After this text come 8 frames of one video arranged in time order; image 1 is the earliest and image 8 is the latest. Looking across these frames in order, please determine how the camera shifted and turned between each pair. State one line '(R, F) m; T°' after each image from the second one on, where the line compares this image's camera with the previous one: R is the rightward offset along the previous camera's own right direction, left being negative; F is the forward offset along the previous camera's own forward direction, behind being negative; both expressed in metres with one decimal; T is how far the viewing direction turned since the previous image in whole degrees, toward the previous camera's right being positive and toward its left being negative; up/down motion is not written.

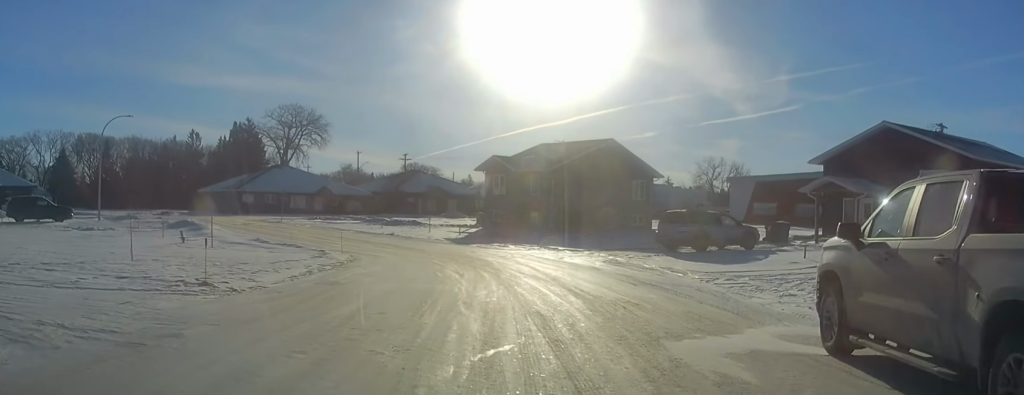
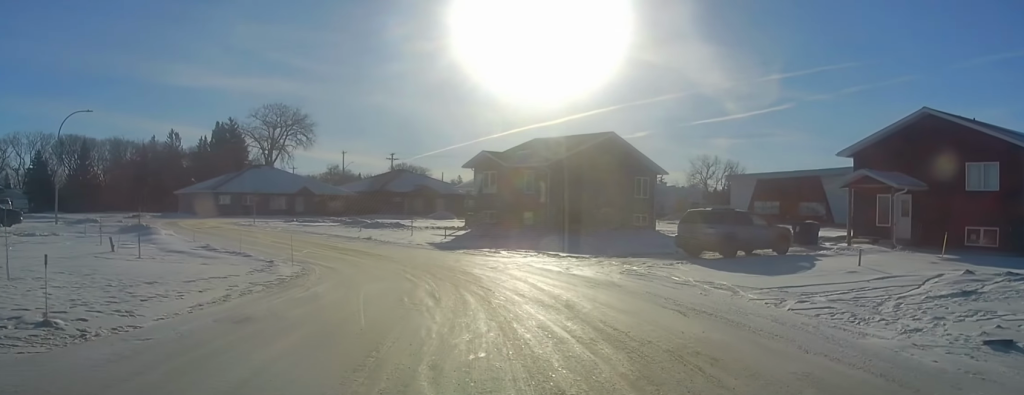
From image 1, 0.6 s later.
(+0.1, +4.9) m; 0°
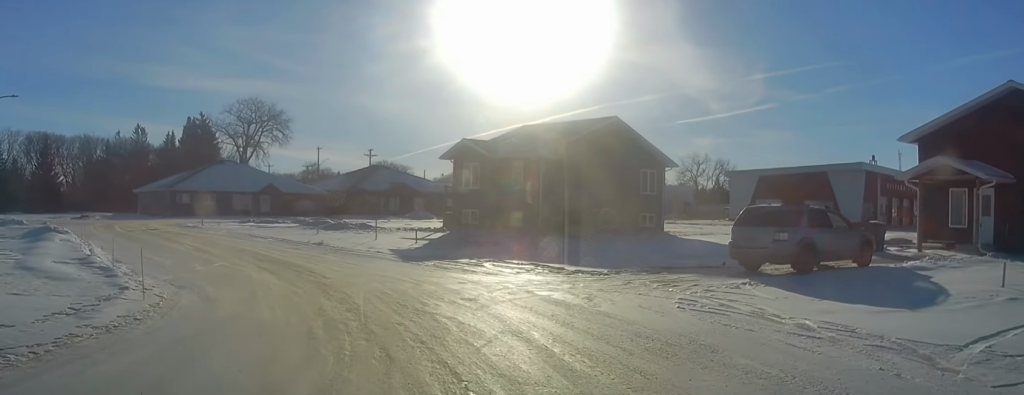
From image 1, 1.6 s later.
(-0.1, +7.6) m; -2°
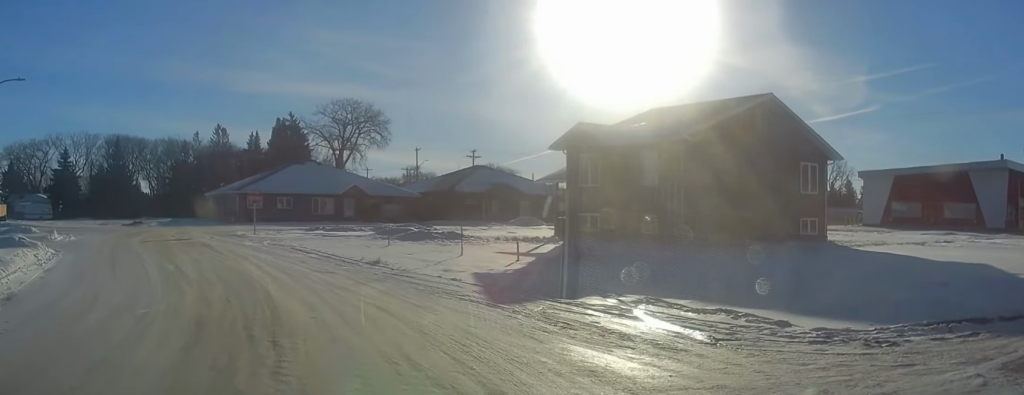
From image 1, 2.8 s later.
(-0.1, +9.7) m; -3°
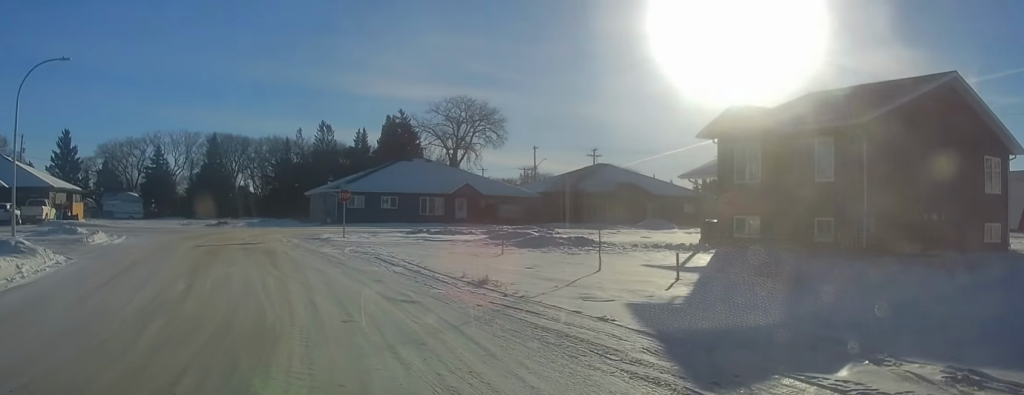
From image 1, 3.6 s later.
(-0.1, +6.1) m; -8°
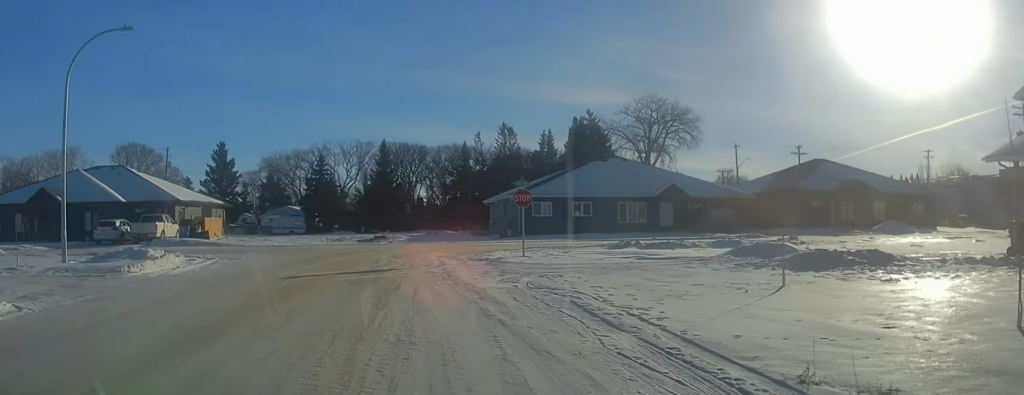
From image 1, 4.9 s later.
(-1.6, +9.3) m; -16°
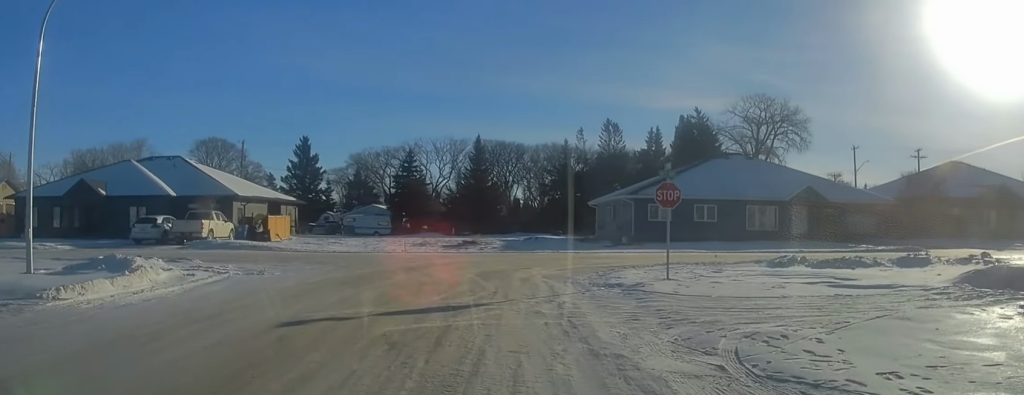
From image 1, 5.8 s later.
(-0.6, +7.3) m; -6°
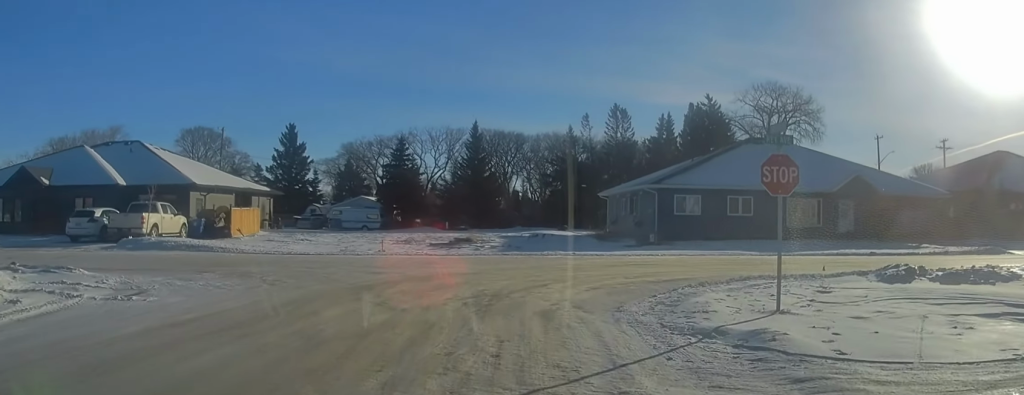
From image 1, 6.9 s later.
(-0.2, +7.2) m; -2°
